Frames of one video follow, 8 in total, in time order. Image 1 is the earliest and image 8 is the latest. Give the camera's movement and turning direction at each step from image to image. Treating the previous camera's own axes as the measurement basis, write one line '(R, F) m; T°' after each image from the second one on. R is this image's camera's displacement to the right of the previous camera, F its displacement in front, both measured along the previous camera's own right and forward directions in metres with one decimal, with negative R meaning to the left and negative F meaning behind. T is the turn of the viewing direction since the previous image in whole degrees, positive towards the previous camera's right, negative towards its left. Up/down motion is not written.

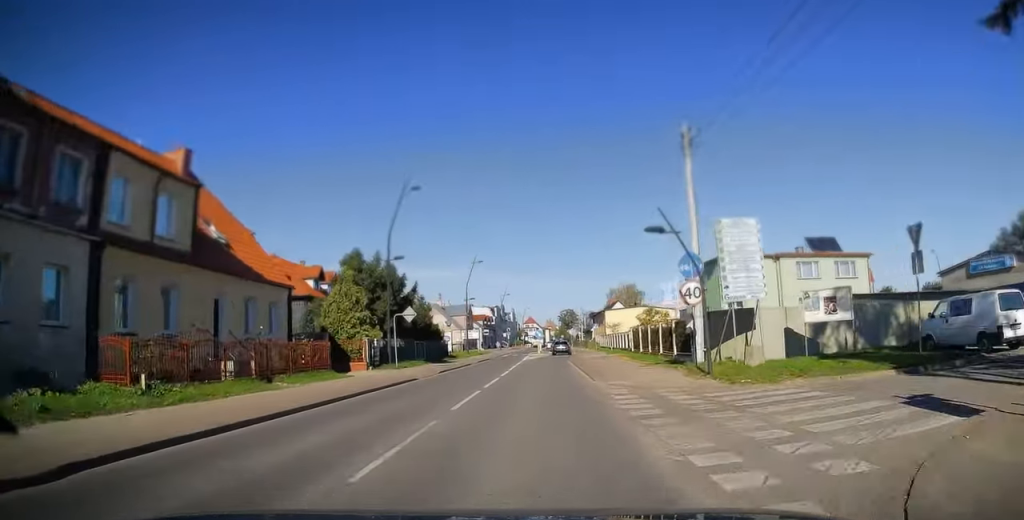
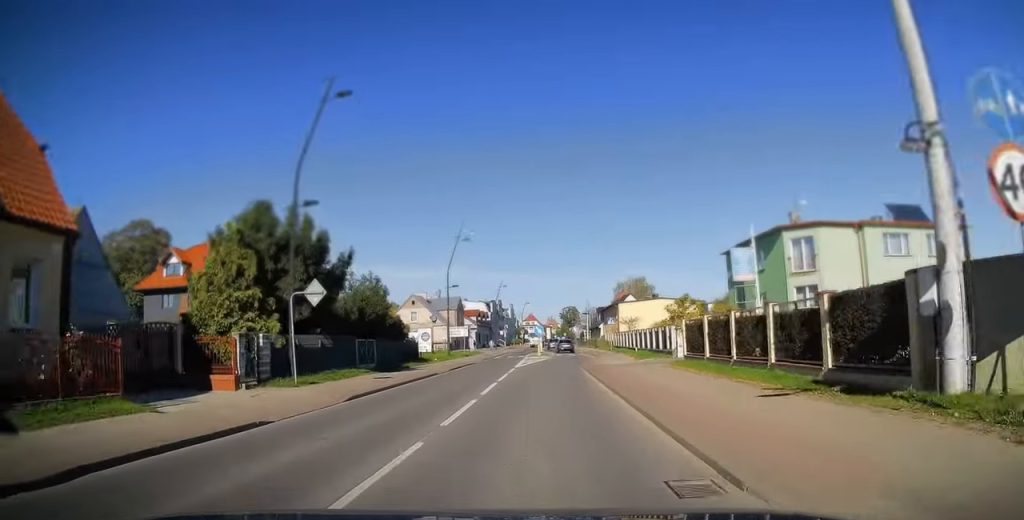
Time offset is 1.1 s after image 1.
(0.0, +11.8) m; +1°
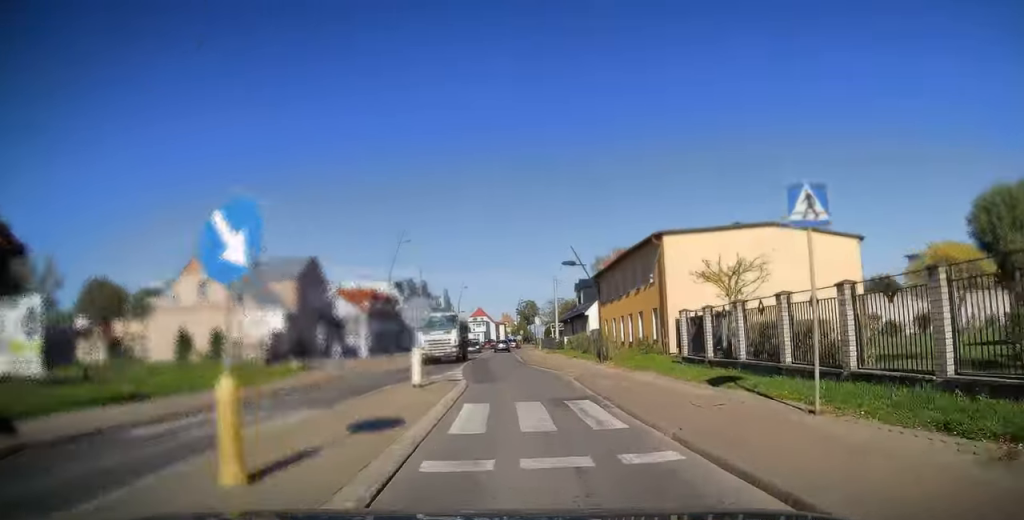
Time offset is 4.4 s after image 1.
(+1.0, +46.4) m; +2°
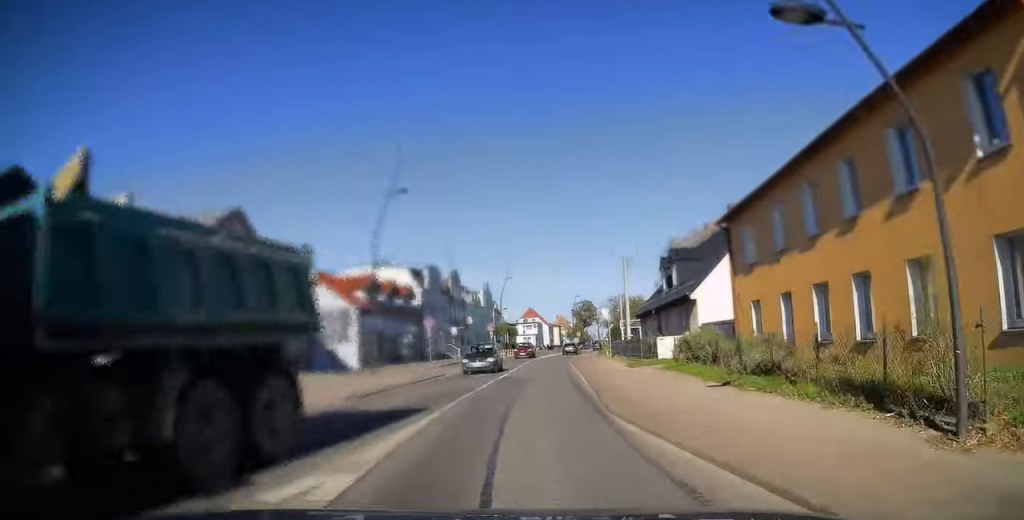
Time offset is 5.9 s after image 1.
(+0.2, +22.1) m; -1°
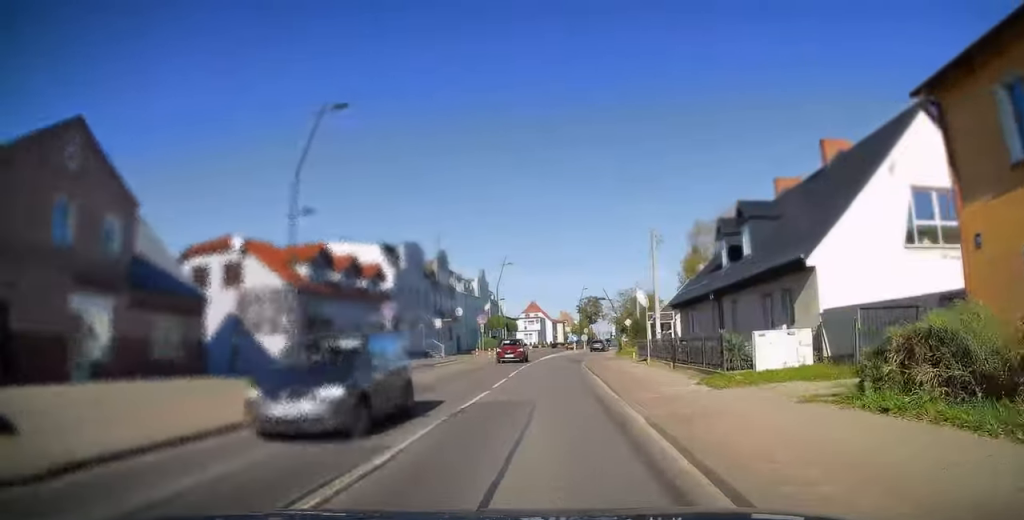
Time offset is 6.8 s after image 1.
(-0.3, +13.9) m; 0°
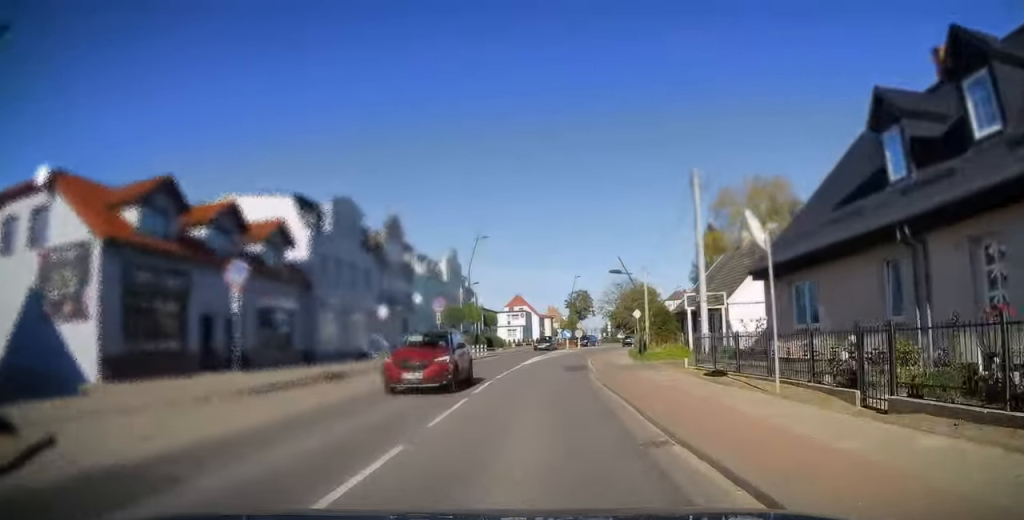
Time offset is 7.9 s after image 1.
(-0.4, +16.9) m; 0°
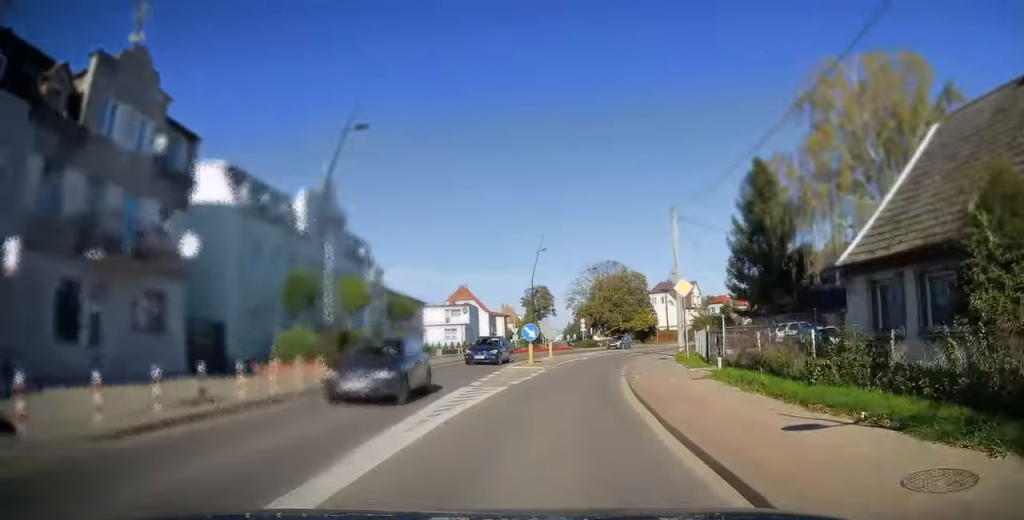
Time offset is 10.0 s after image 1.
(+0.6, +33.6) m; +6°
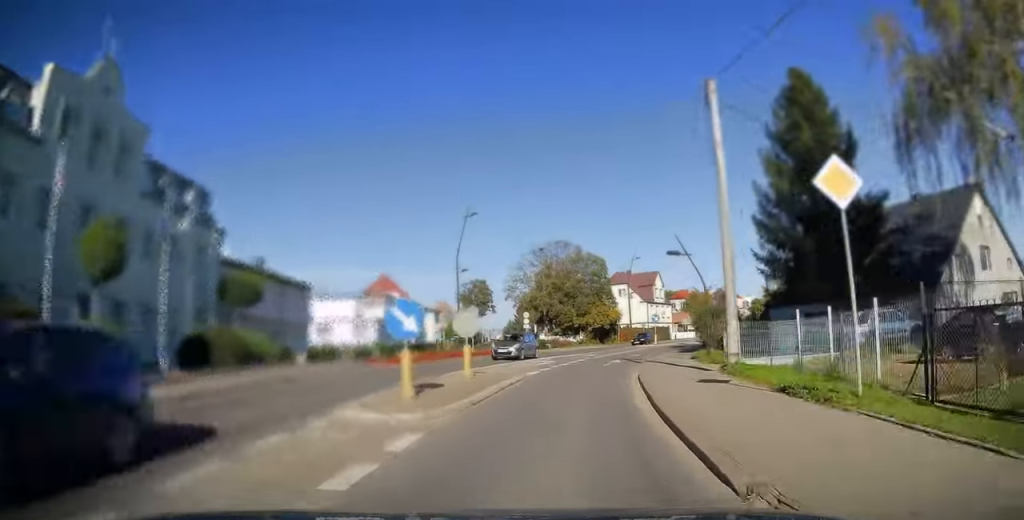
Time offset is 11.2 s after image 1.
(+1.6, +21.7) m; +8°
